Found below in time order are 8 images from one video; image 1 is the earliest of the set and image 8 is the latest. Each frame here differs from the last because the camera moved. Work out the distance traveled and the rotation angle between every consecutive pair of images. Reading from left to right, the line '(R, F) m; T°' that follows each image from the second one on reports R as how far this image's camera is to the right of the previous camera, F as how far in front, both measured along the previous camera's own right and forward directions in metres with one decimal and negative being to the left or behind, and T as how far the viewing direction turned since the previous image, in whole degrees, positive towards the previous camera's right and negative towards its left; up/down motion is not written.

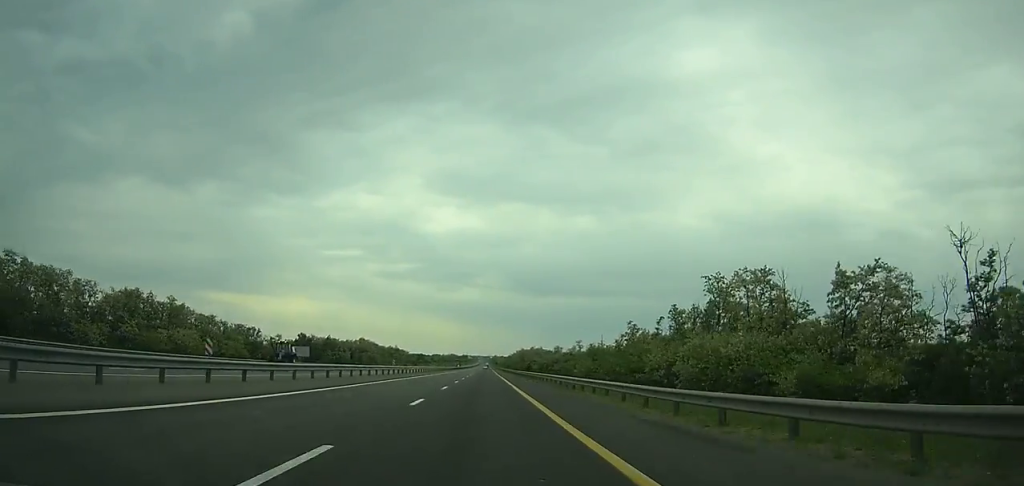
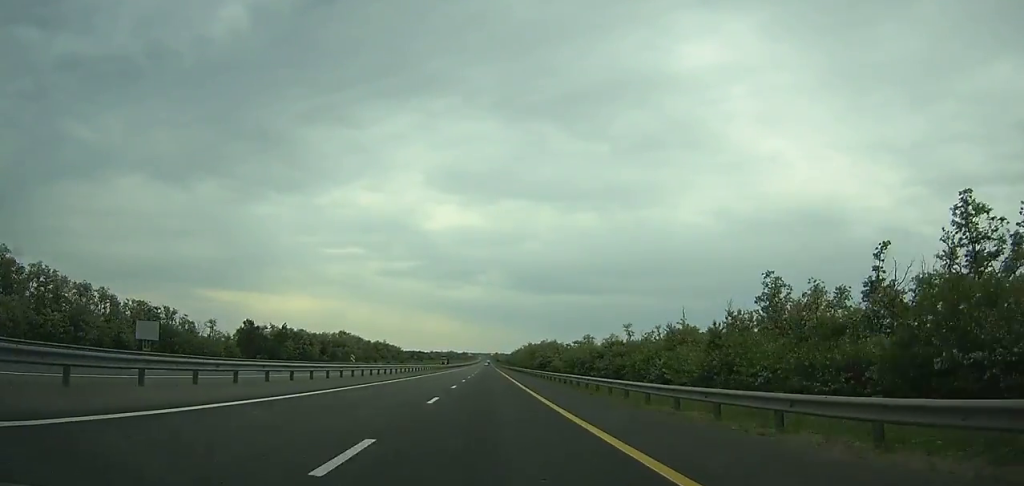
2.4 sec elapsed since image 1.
(-0.2, +62.0) m; 0°
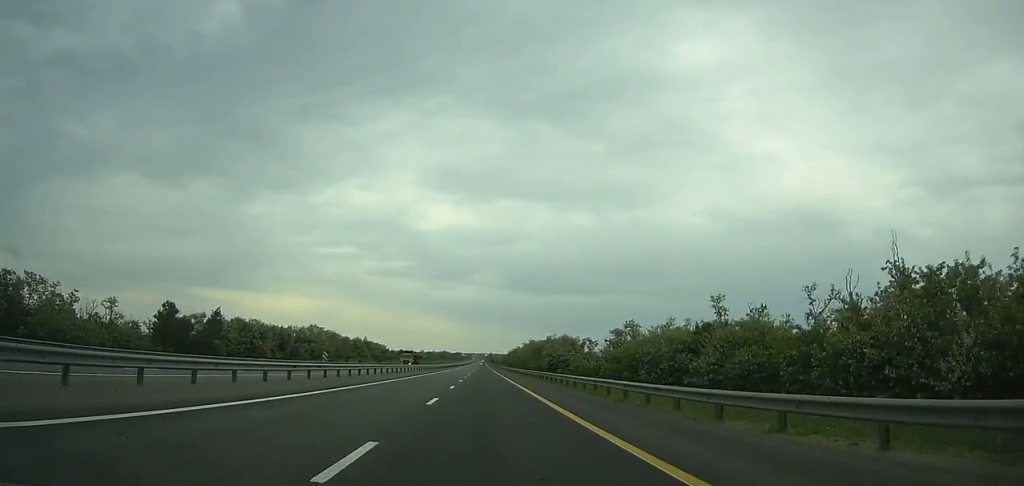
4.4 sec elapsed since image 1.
(+0.2, +51.3) m; 0°
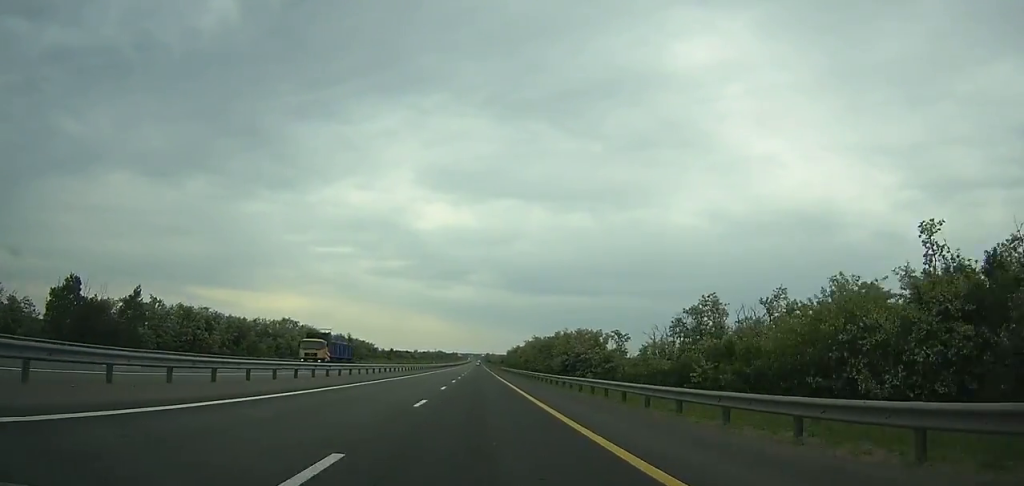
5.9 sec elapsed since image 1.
(+0.2, +38.3) m; 0°
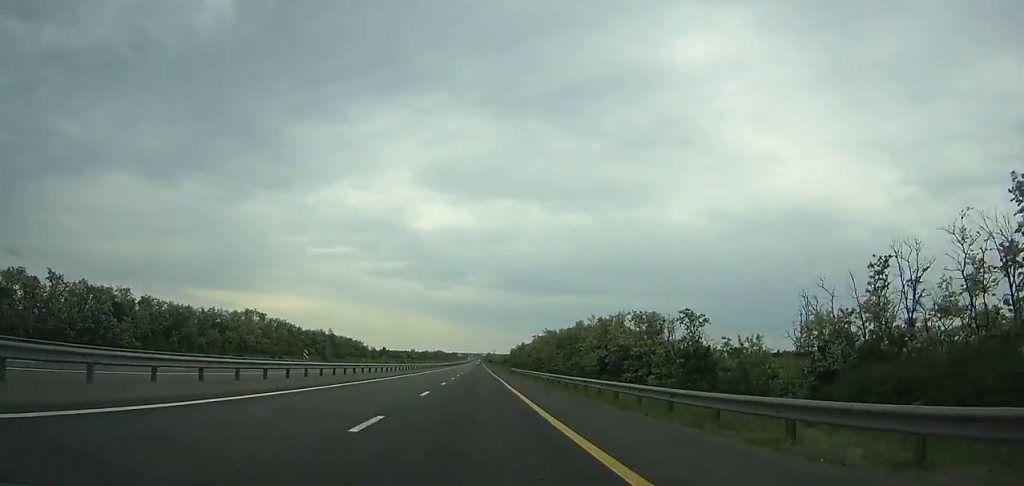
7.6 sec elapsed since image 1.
(-0.1, +42.3) m; 0°
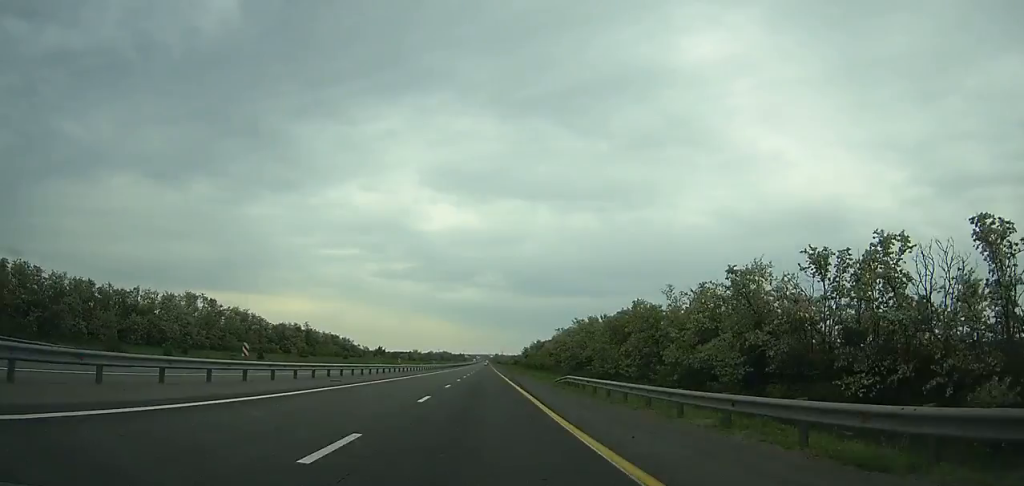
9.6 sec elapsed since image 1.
(0.0, +49.4) m; 0°
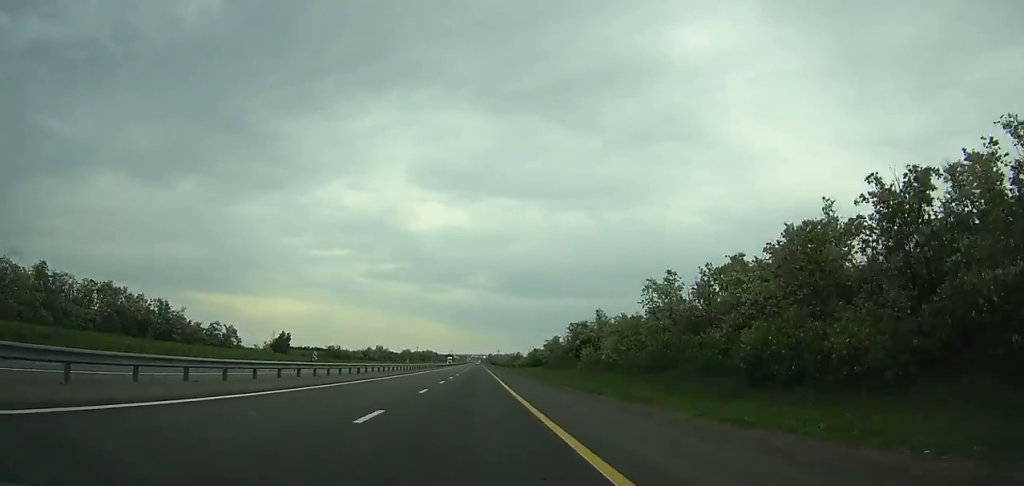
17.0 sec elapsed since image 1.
(+0.3, +181.3) m; 0°
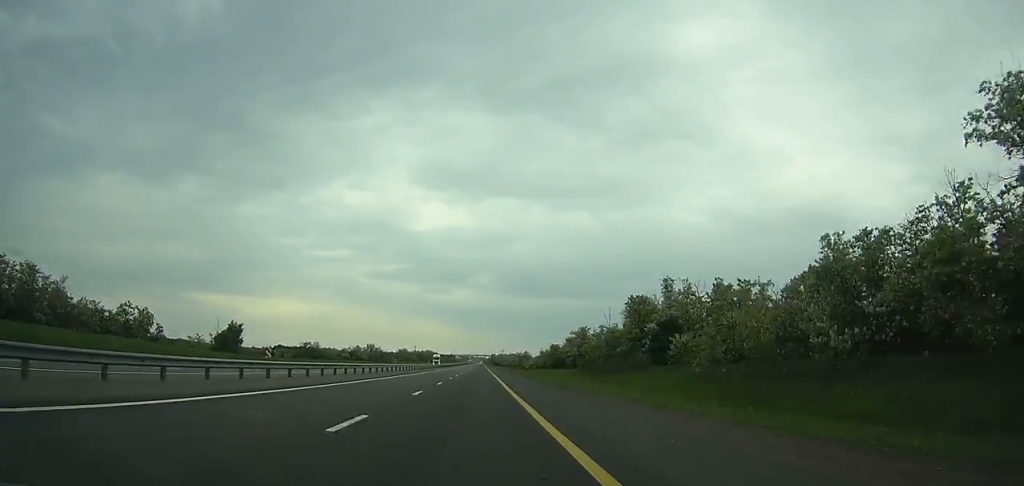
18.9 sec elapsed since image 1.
(0.0, +47.2) m; 0°
